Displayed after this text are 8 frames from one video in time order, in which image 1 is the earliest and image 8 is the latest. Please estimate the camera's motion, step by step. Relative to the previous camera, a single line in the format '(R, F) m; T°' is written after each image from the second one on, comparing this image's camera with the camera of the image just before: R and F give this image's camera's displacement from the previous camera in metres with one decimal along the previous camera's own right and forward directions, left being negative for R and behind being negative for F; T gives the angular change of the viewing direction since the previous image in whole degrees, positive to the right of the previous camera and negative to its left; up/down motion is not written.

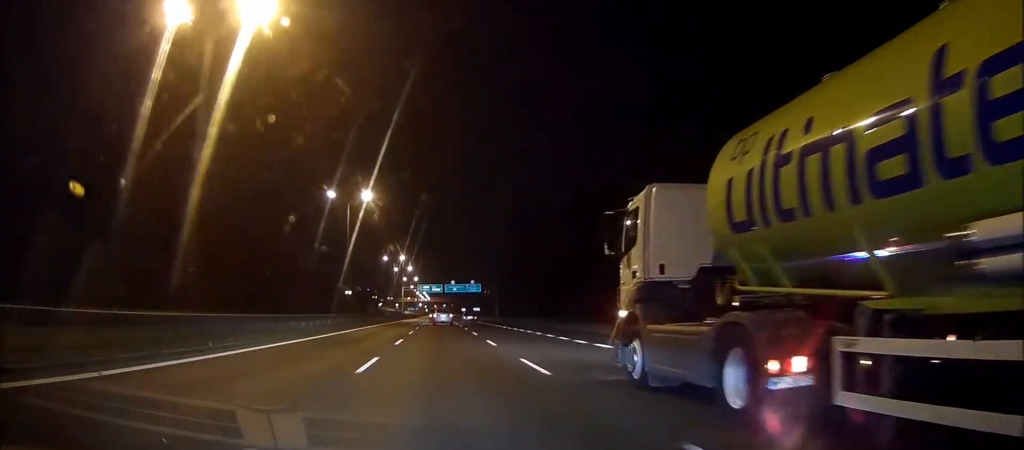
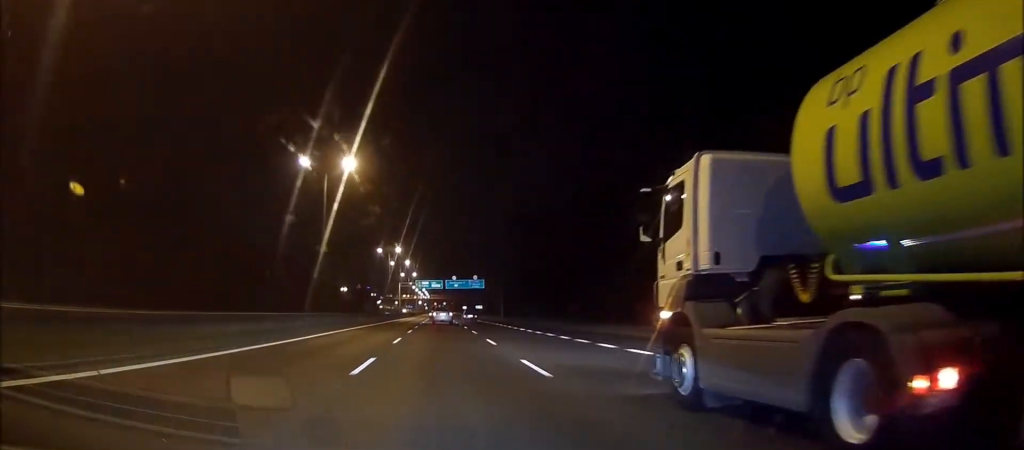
(-0.1, +12.1) m; 0°
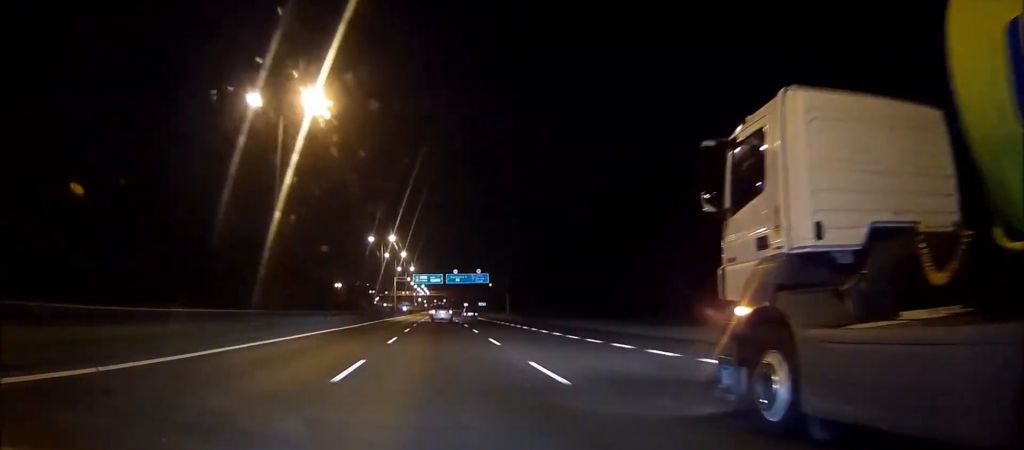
(0.0, +13.8) m; 0°
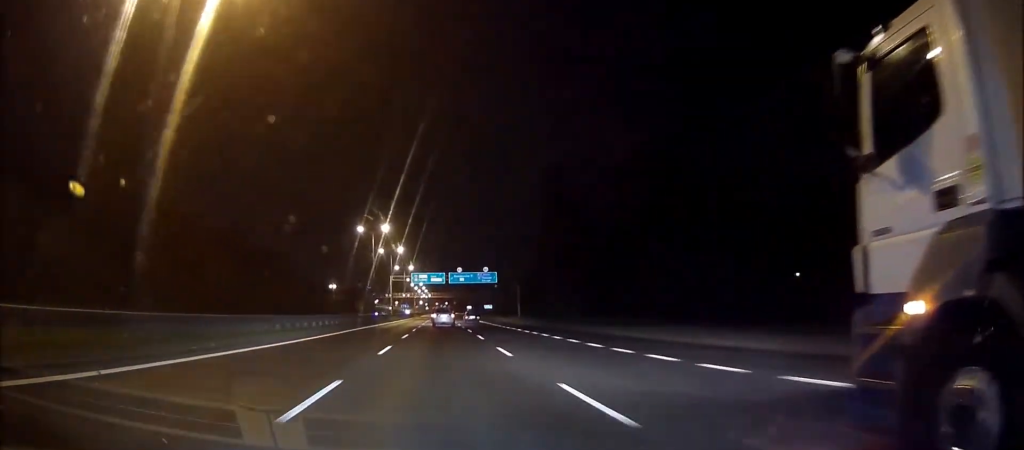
(0.0, +15.4) m; 0°
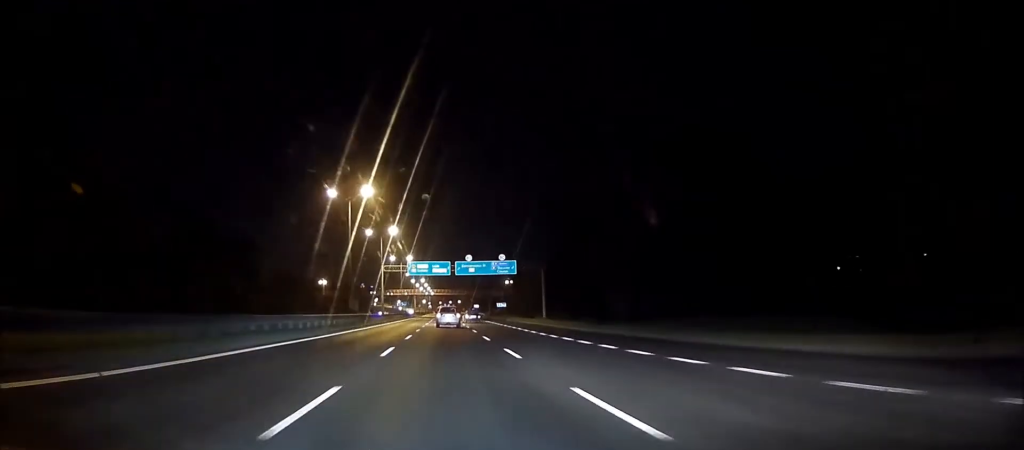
(+0.1, +23.5) m; 0°
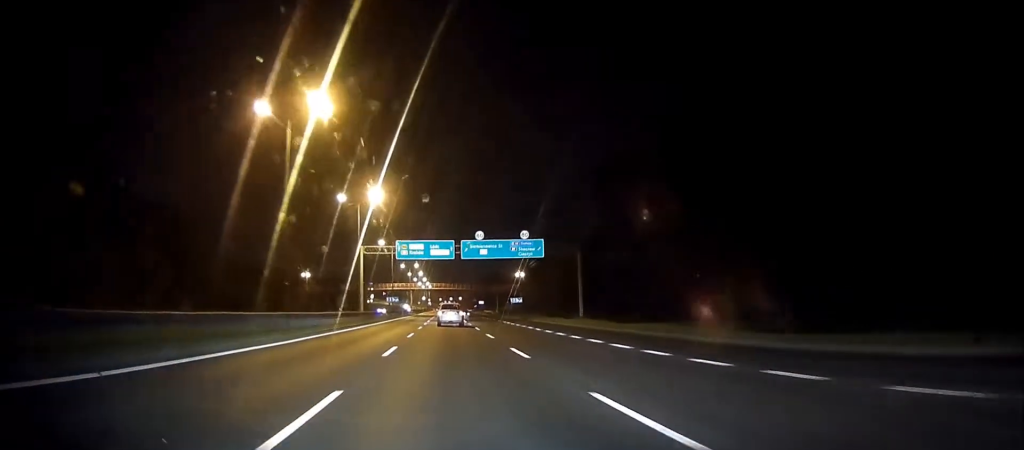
(0.0, +23.6) m; 0°
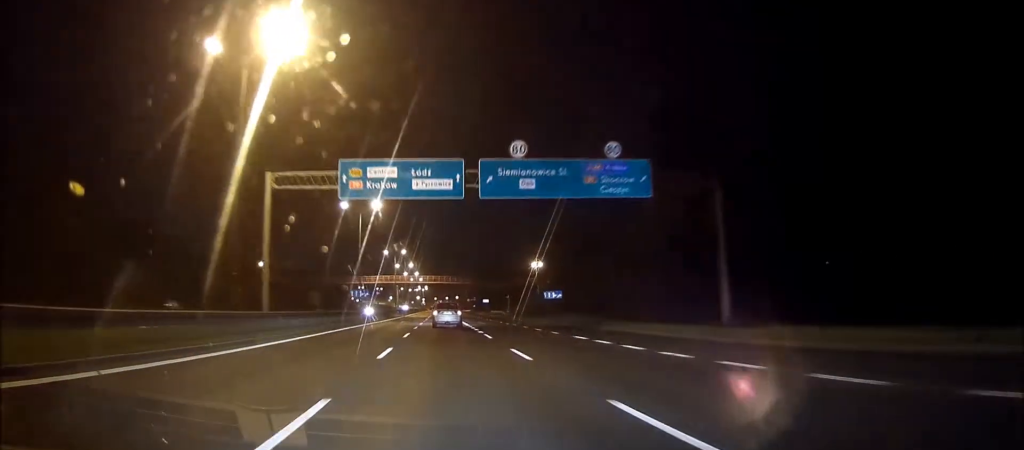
(+0.1, +34.5) m; 0°
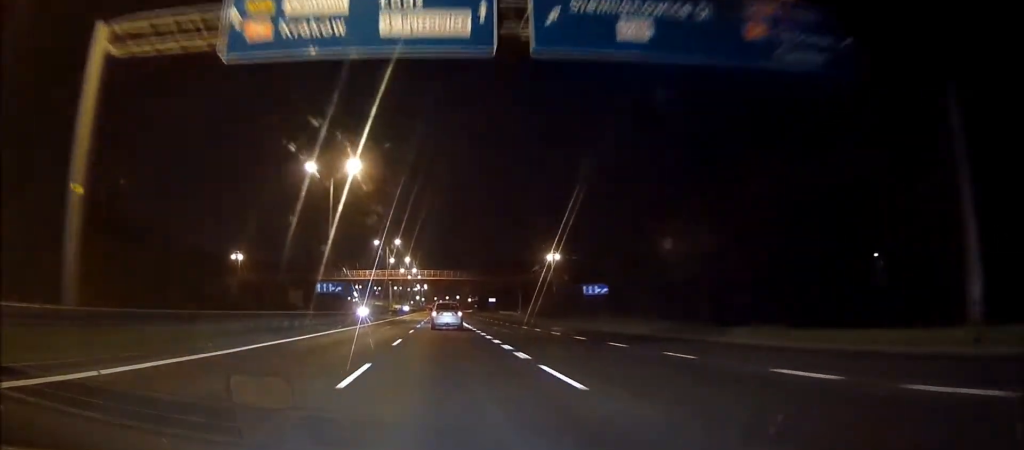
(0.0, +16.7) m; 0°
